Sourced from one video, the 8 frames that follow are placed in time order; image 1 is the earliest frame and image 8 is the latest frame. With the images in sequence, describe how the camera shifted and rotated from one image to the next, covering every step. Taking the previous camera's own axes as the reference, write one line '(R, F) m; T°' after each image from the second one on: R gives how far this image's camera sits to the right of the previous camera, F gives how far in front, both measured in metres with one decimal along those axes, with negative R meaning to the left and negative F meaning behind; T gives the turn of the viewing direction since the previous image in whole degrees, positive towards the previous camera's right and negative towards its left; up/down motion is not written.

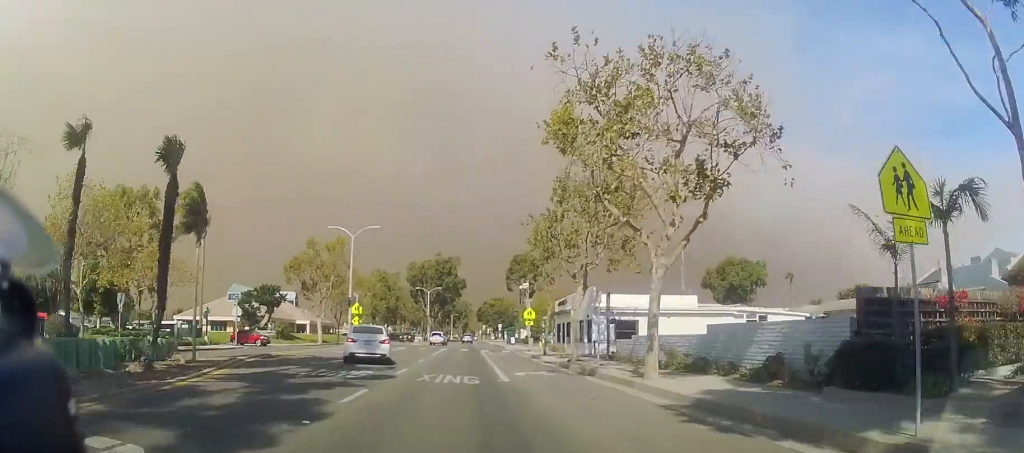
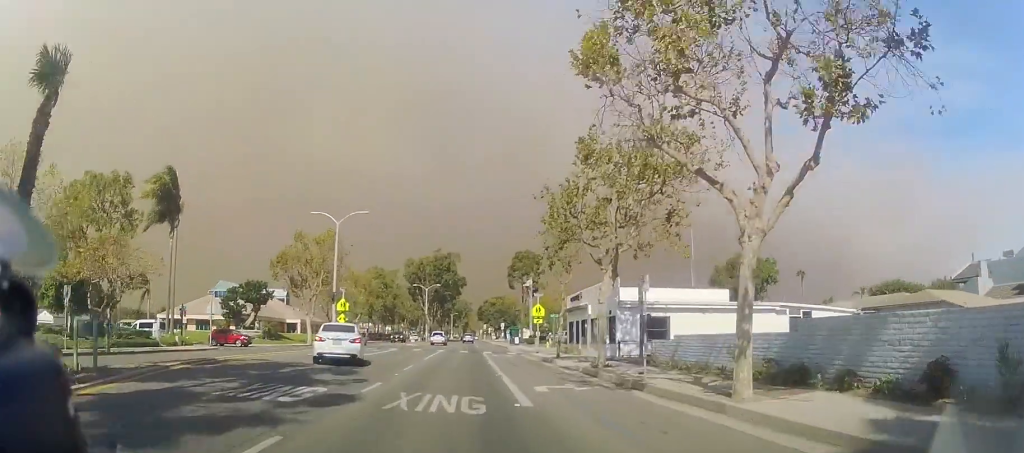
(-0.1, +5.7) m; -1°
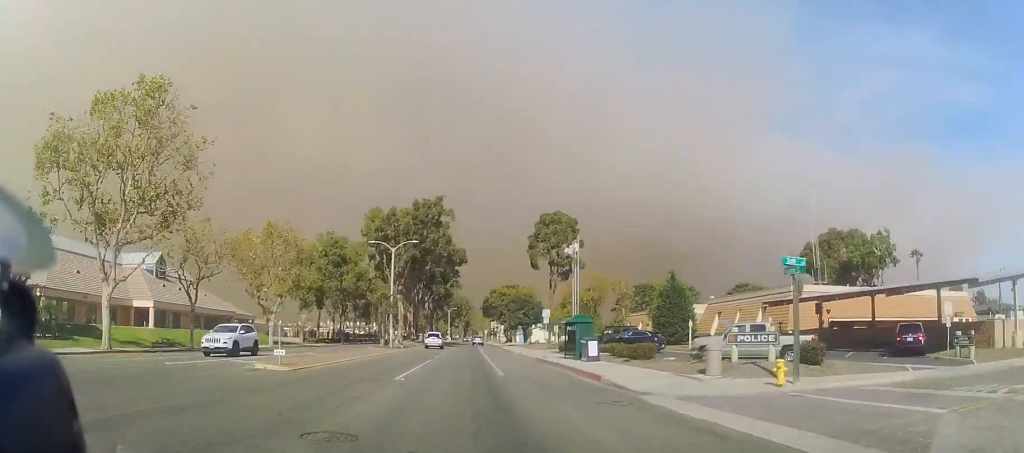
(-0.3, +43.9) m; +1°
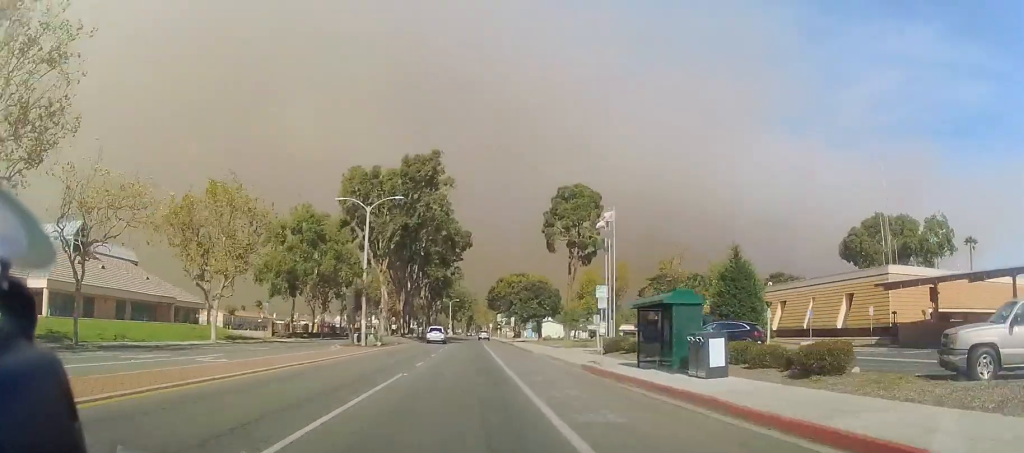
(0.0, +14.9) m; 0°
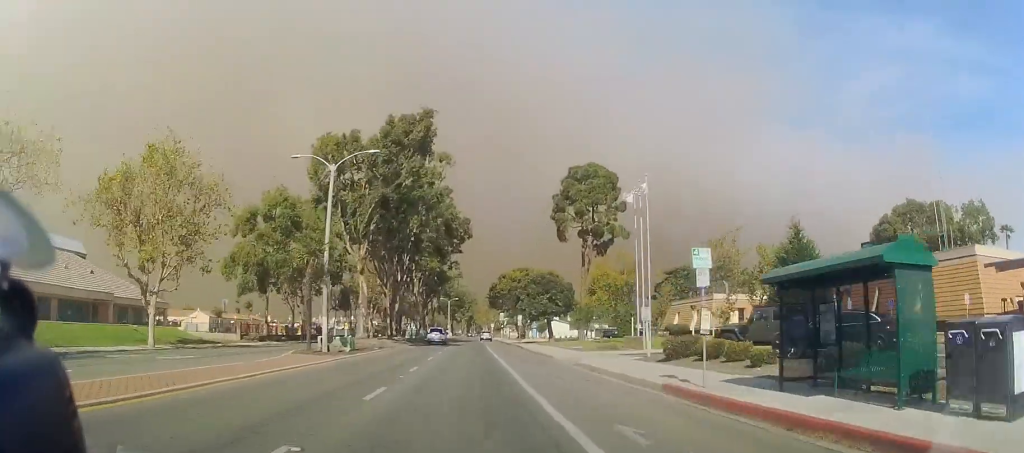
(0.0, +10.3) m; 0°
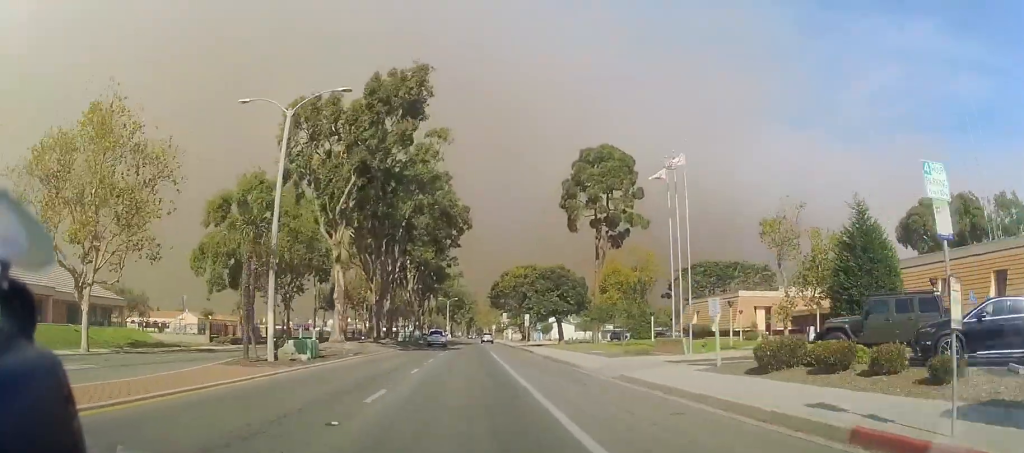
(0.0, +7.8) m; 0°
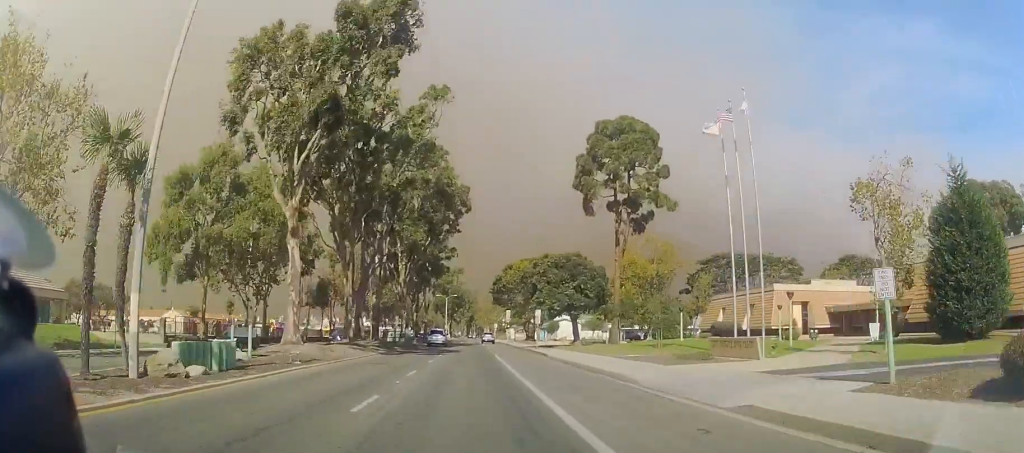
(0.0, +8.8) m; 0°
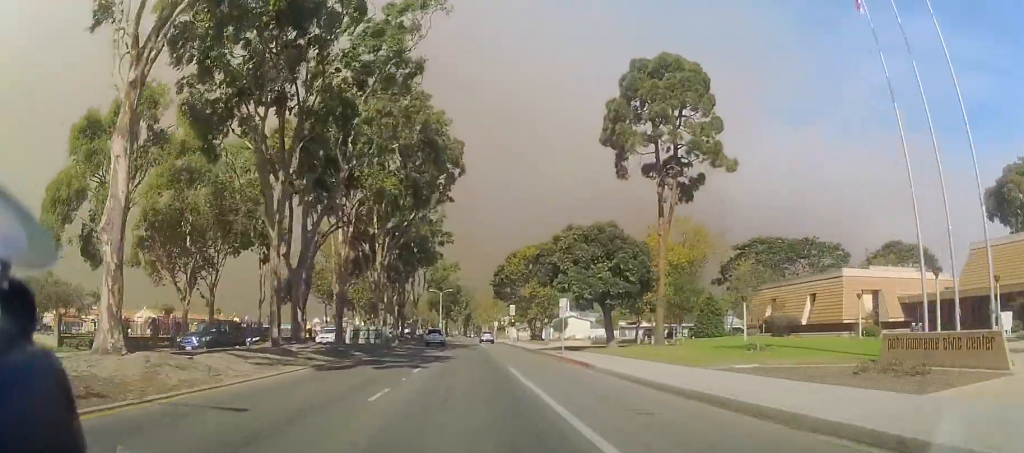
(0.0, +13.4) m; 0°
